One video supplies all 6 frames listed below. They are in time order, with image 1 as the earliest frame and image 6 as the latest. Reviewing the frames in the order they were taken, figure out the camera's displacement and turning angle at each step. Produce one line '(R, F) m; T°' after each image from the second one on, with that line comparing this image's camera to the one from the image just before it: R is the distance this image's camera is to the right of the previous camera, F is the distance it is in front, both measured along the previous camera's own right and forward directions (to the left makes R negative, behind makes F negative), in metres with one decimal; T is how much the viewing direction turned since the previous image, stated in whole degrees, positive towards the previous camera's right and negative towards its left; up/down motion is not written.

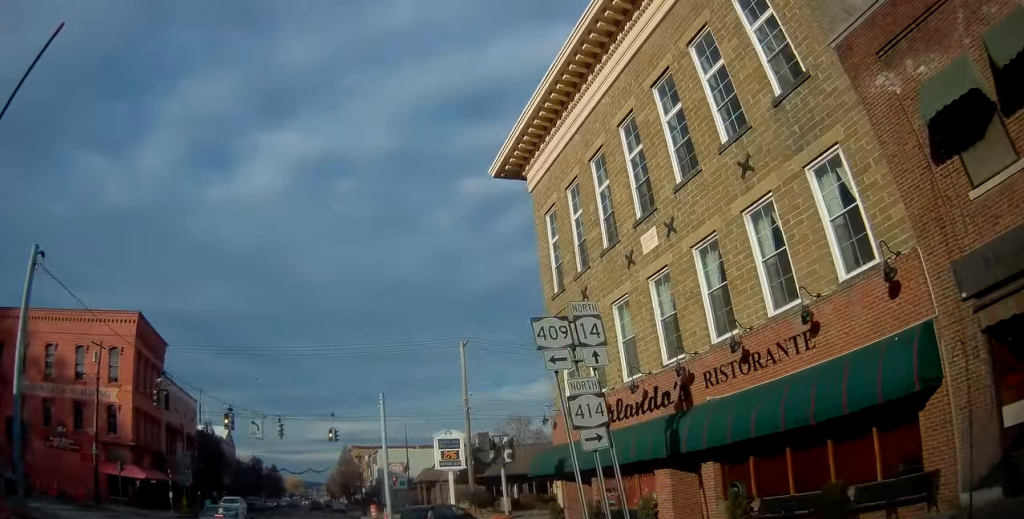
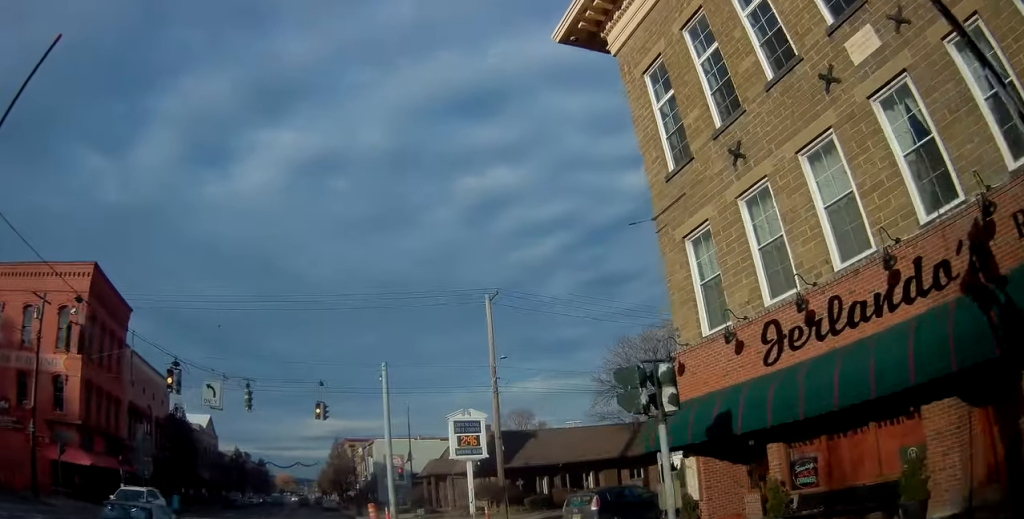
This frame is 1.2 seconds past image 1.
(-0.1, +8.2) m; +4°
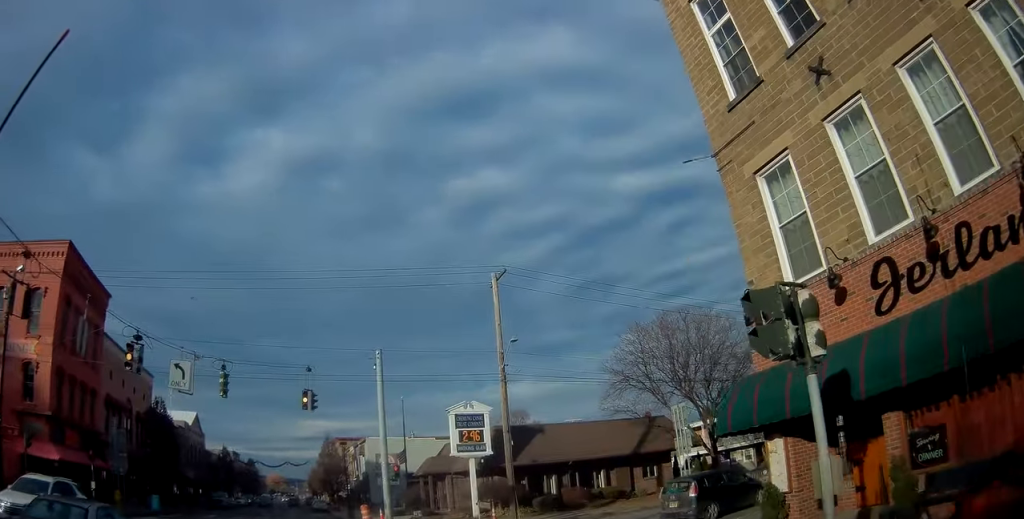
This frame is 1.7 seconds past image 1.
(+0.1, +3.1) m; +4°
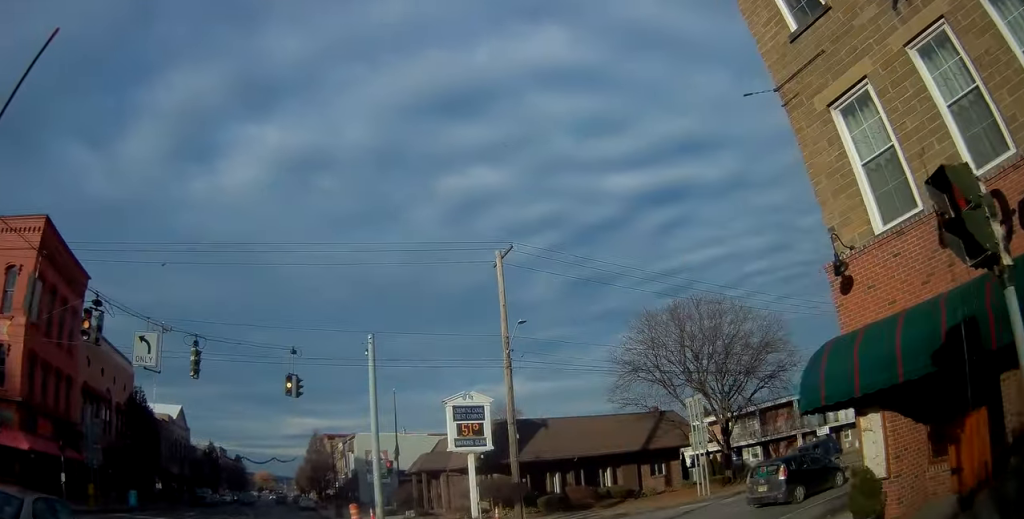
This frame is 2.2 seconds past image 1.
(+0.1, +2.5) m; +4°
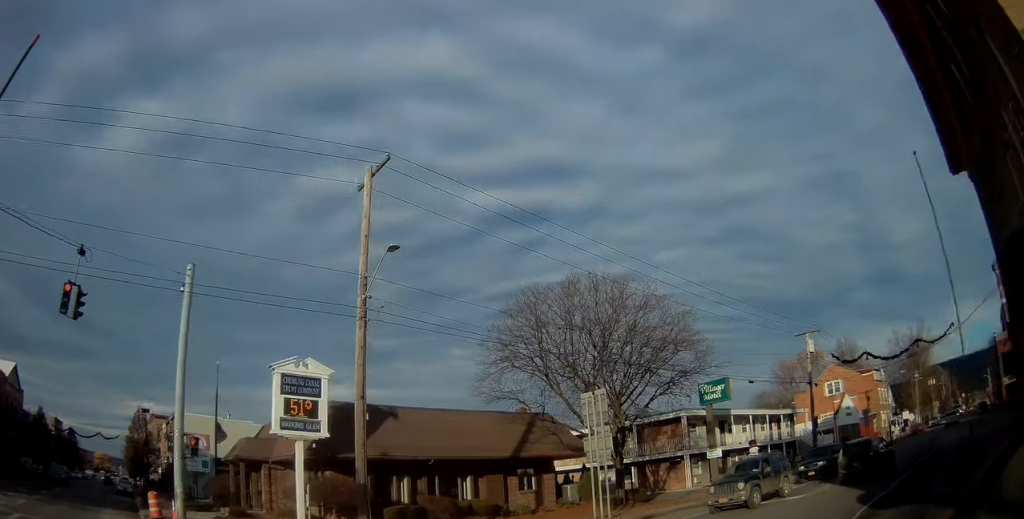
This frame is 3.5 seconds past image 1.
(+0.9, +7.1) m; +23°
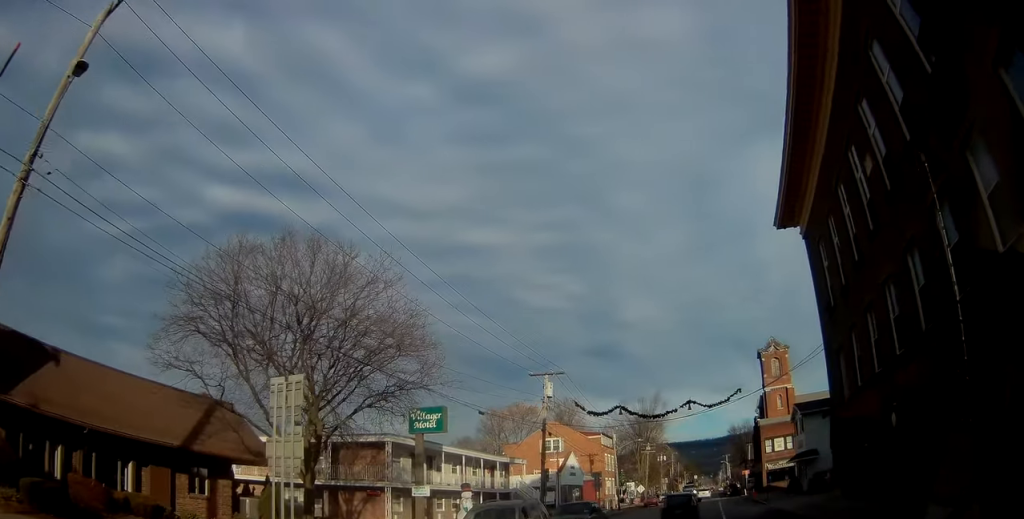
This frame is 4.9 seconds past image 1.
(+1.6, +5.8) m; +32°
